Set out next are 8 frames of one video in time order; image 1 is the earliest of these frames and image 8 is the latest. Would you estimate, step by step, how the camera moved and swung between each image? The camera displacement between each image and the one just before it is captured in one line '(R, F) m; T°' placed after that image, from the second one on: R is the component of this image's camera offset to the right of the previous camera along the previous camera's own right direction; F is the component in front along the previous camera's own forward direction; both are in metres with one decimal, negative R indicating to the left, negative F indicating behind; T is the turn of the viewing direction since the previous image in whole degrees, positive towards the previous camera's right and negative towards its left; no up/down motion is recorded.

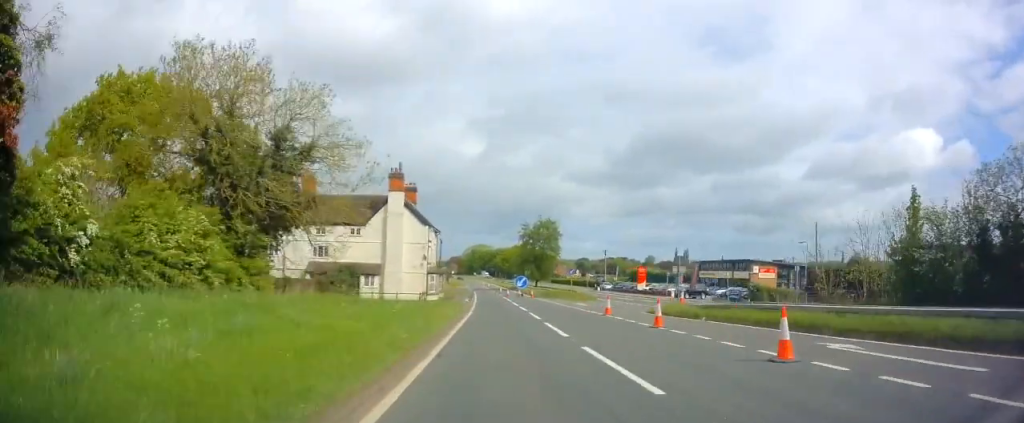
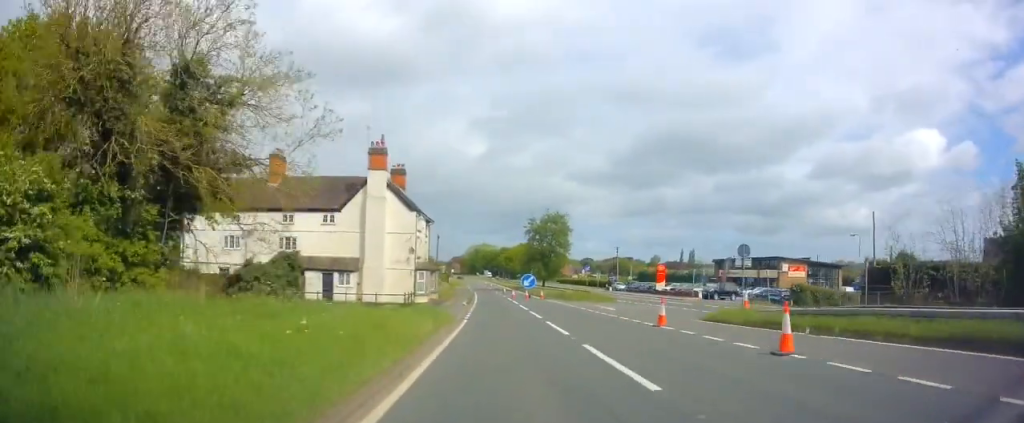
(0.0, +8.6) m; 0°
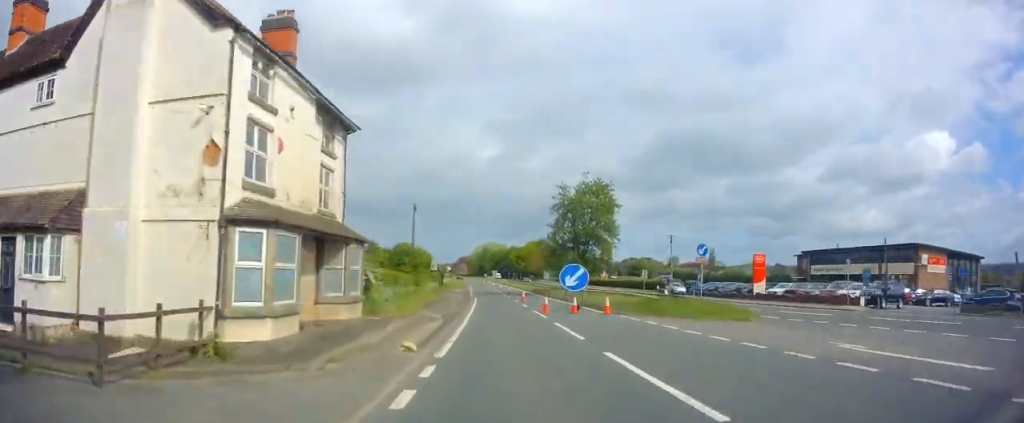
(-0.3, +28.3) m; -1°
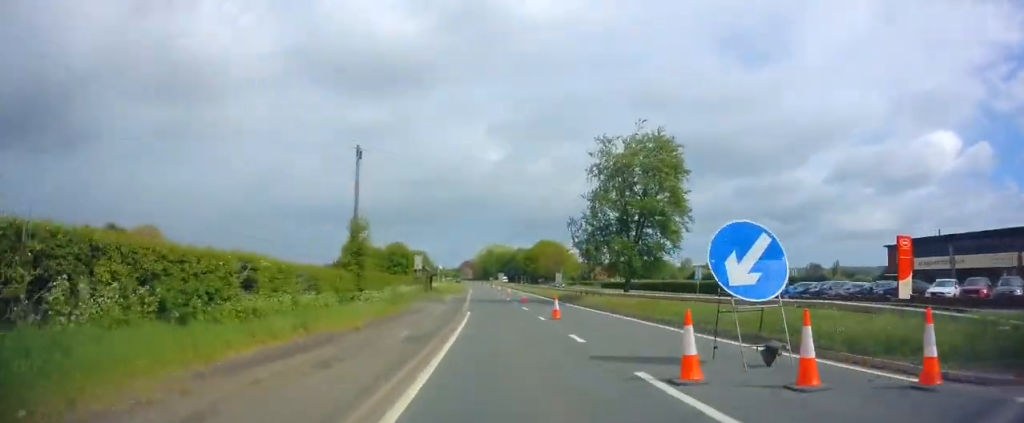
(-0.1, +20.1) m; -1°
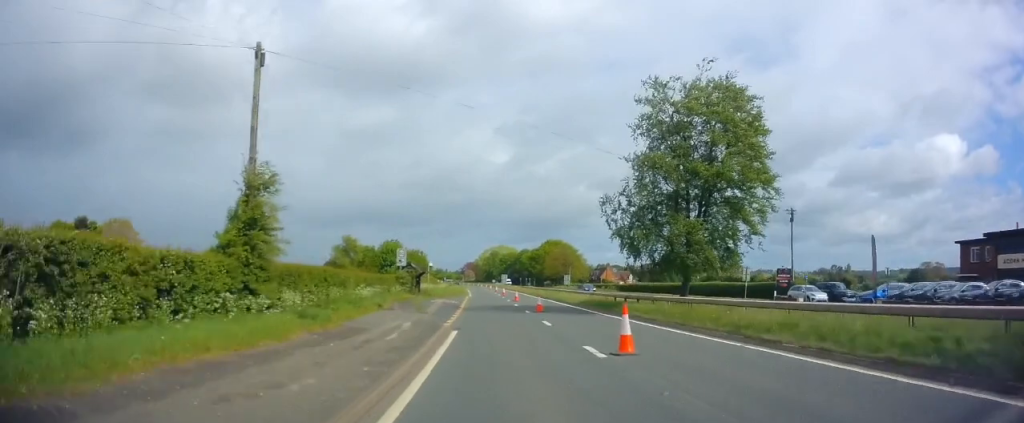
(0.0, +11.6) m; 0°
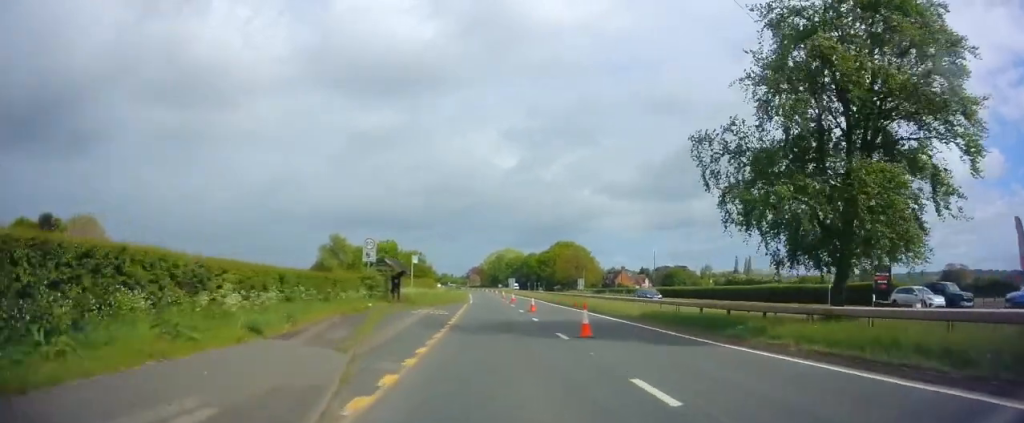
(+0.1, +13.0) m; -1°
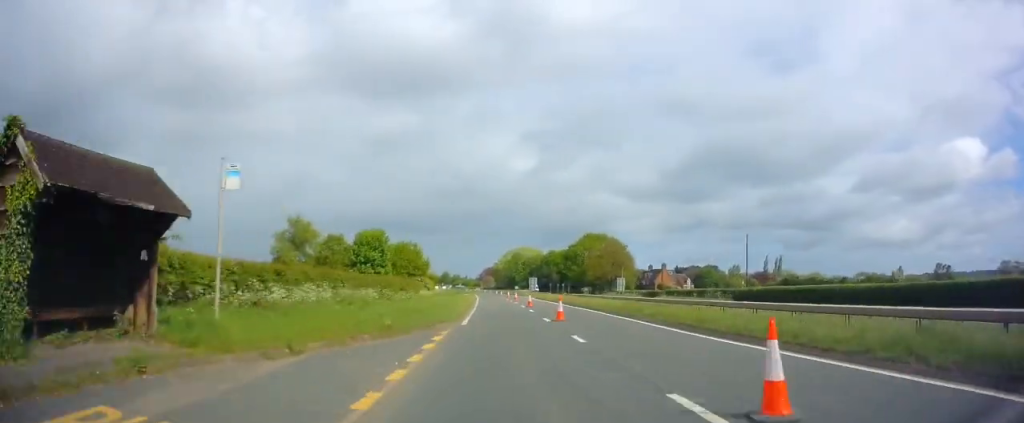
(-0.6, +27.6) m; -2°
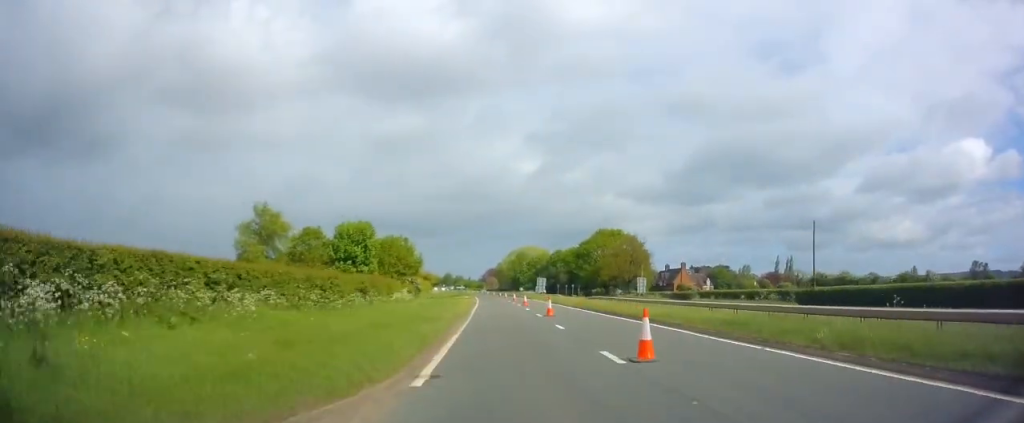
(-0.1, +12.6) m; -1°
